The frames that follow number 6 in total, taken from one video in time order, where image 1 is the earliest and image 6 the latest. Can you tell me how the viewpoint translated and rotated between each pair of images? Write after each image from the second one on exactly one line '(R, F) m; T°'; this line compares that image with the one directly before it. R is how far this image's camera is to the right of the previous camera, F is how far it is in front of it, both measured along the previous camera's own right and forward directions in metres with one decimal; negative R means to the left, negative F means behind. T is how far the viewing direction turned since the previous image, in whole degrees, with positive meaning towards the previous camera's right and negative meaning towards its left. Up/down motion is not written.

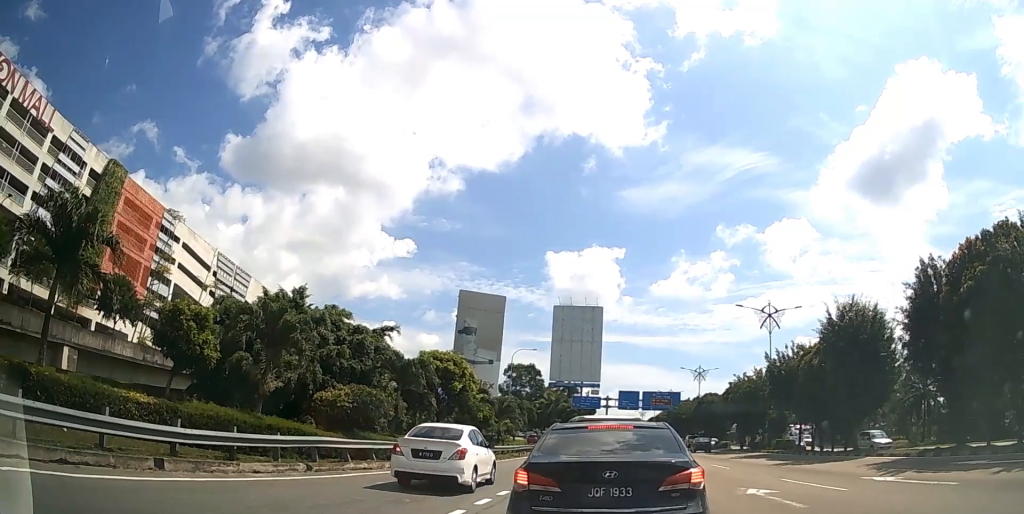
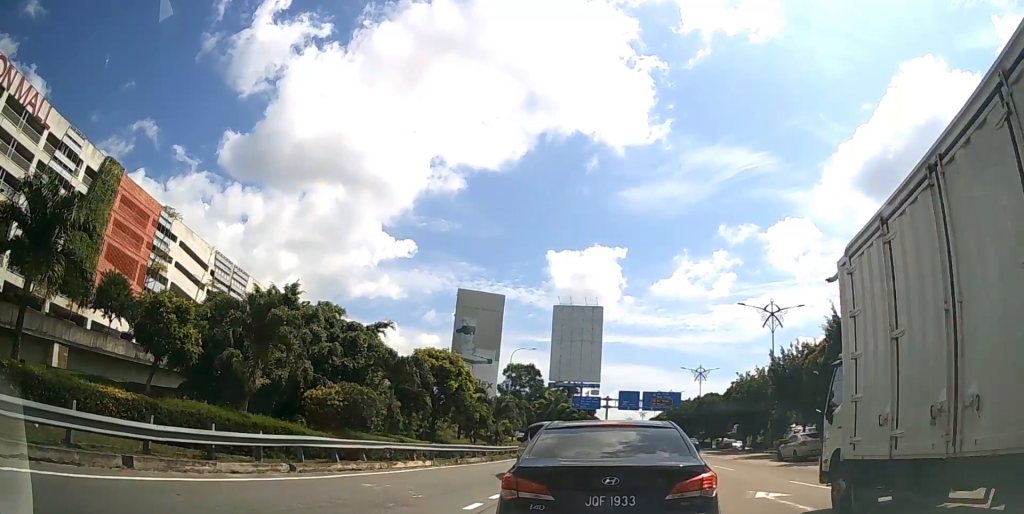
(+0.2, +0.3) m; 0°
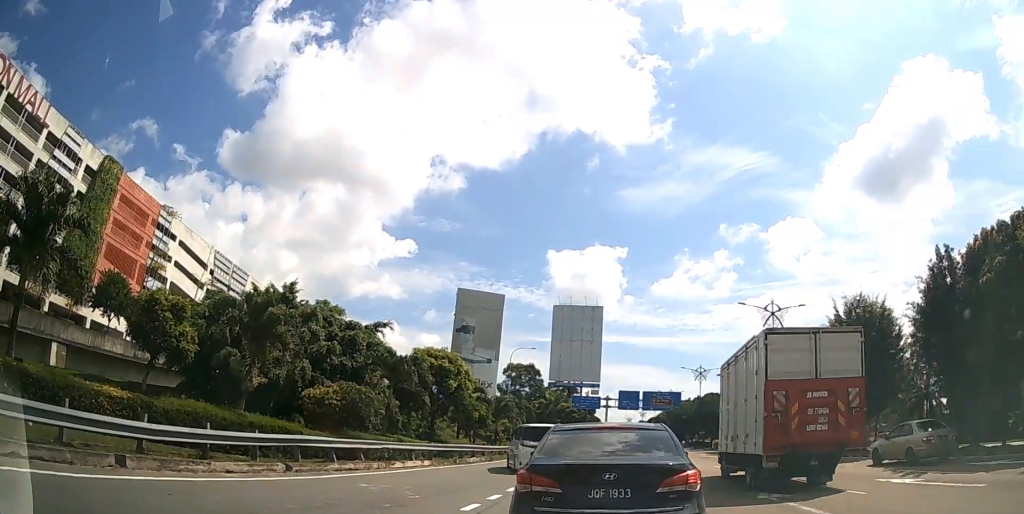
(0.0, +0.2) m; 0°
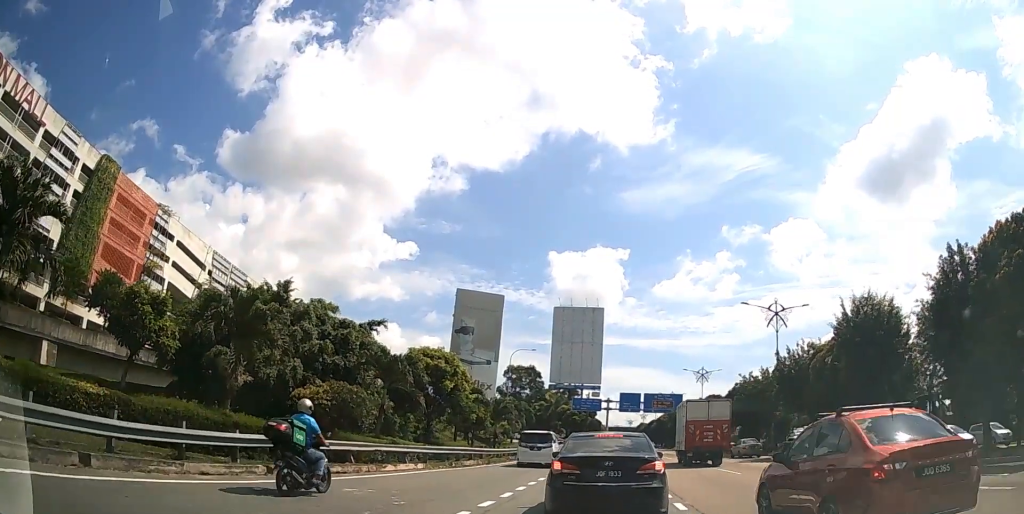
(+0.1, +1.5) m; -1°
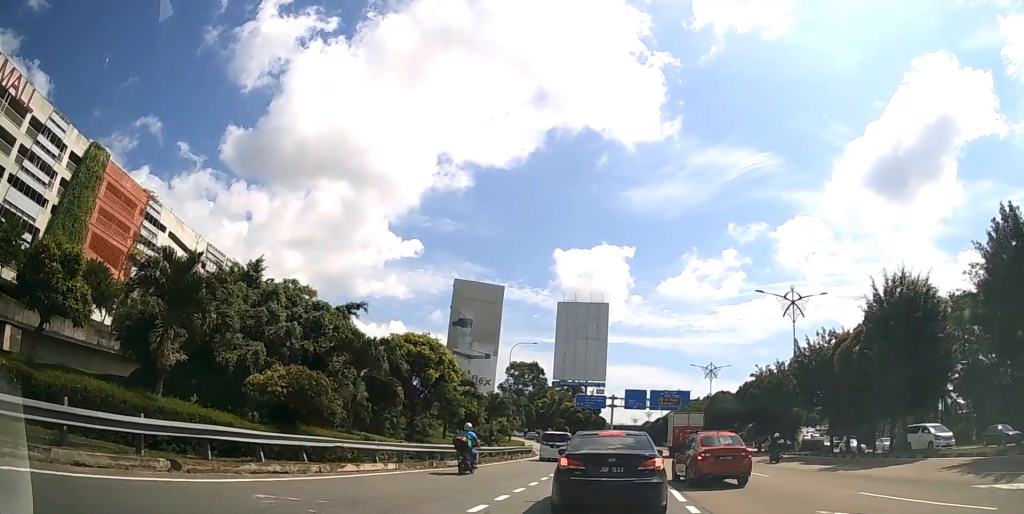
(-0.1, +3.4) m; -1°
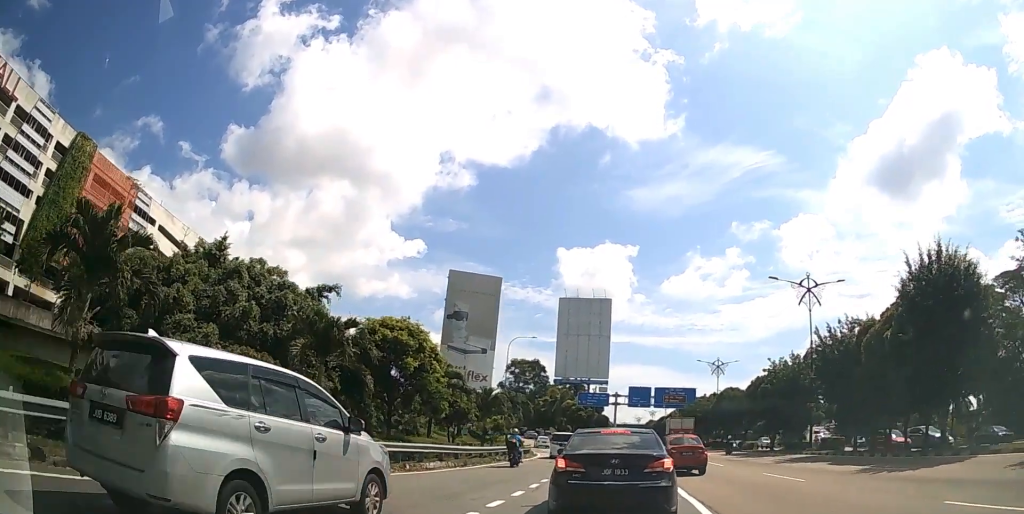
(0.0, +3.1) m; 0°
